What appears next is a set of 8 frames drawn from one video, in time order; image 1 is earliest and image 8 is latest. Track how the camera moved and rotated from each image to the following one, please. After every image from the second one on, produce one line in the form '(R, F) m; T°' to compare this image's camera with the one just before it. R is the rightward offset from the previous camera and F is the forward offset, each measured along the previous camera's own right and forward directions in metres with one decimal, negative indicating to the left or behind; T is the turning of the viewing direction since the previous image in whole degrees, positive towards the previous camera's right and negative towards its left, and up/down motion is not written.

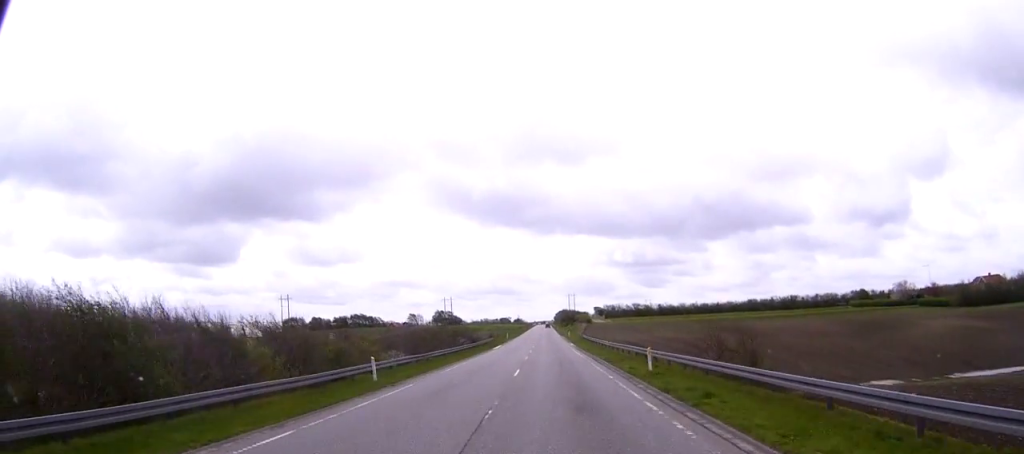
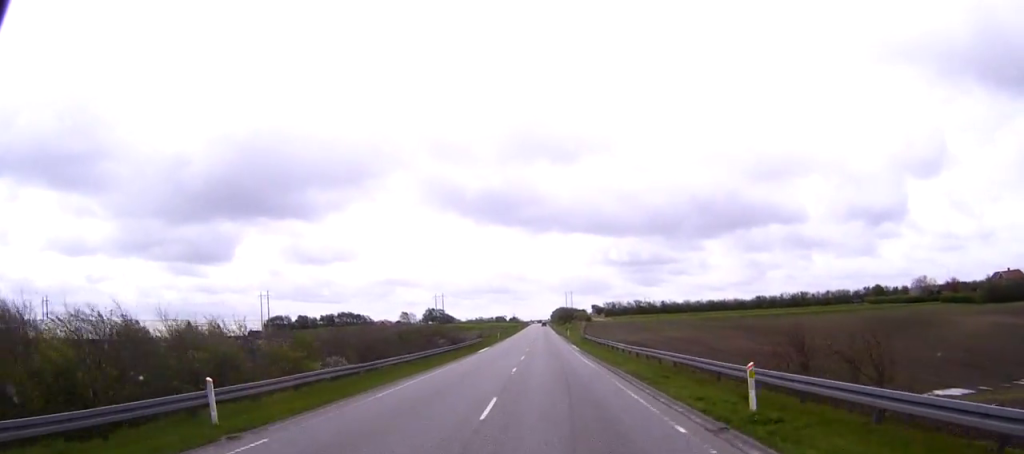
(0.0, +14.4) m; 0°
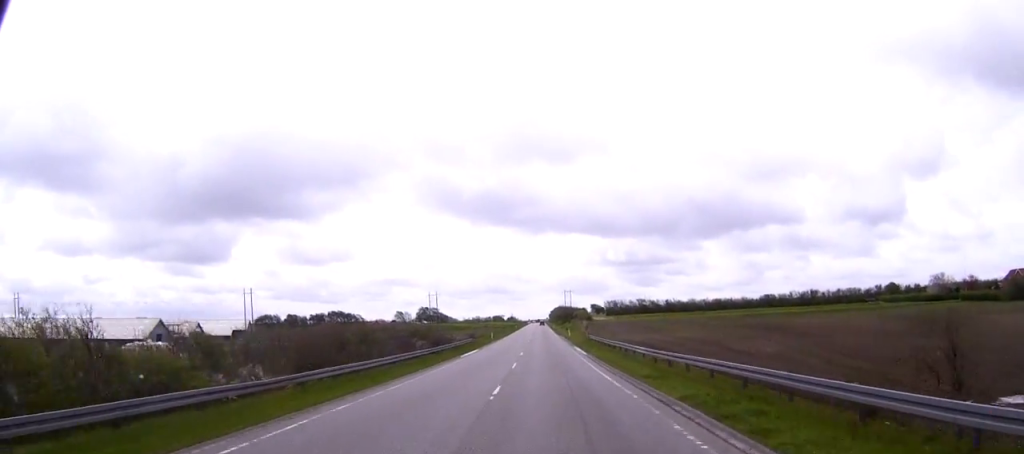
(0.0, +11.4) m; 0°
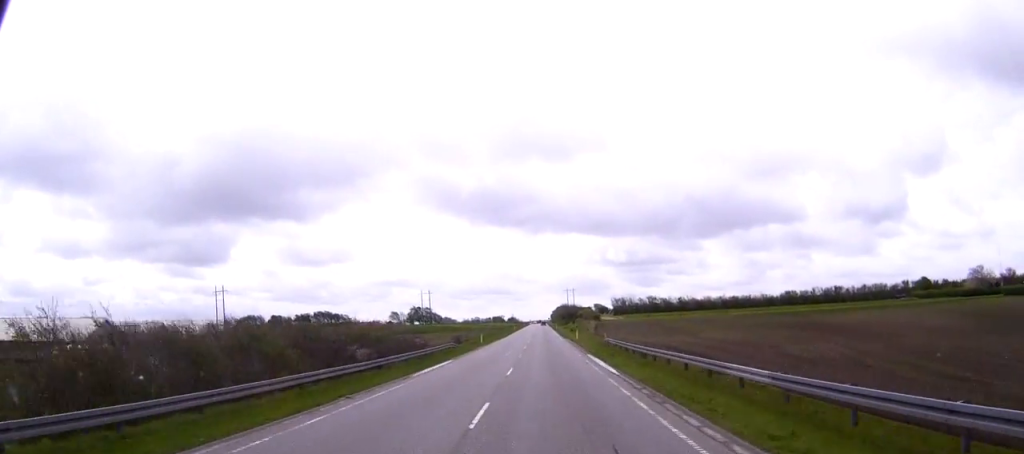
(+0.1, +19.8) m; 0°
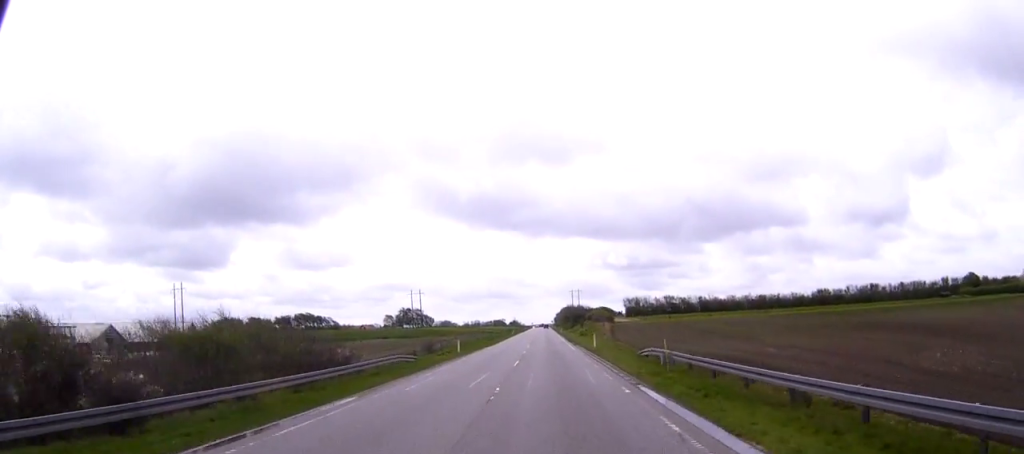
(0.0, +24.5) m; 0°
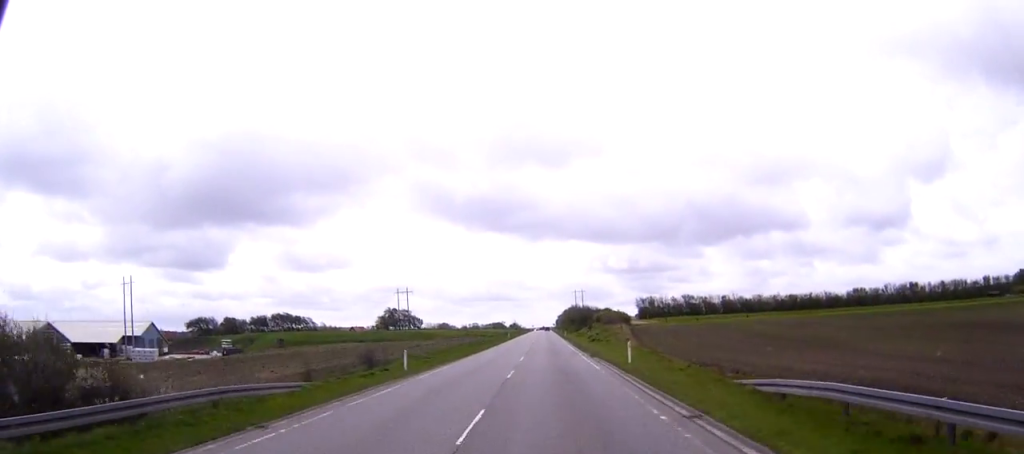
(-0.1, +22.9) m; 0°
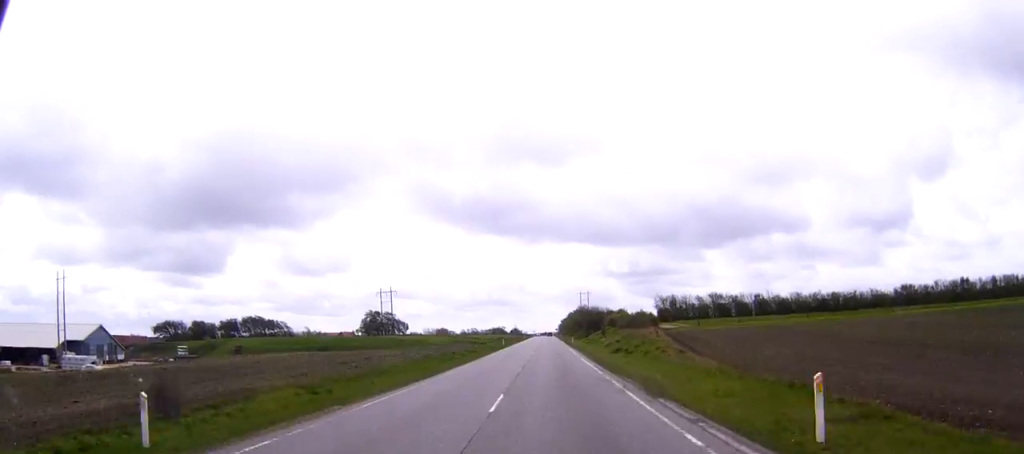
(0.0, +24.4) m; 0°
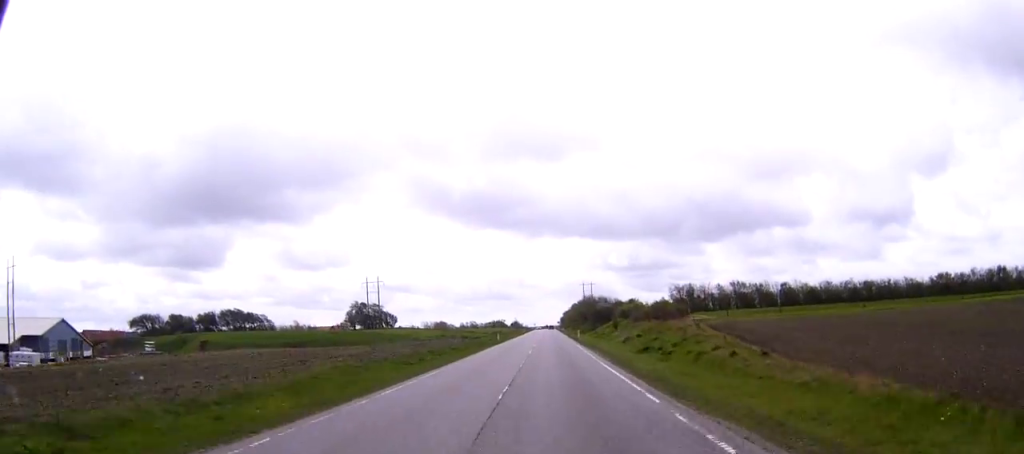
(0.0, +15.2) m; 0°
